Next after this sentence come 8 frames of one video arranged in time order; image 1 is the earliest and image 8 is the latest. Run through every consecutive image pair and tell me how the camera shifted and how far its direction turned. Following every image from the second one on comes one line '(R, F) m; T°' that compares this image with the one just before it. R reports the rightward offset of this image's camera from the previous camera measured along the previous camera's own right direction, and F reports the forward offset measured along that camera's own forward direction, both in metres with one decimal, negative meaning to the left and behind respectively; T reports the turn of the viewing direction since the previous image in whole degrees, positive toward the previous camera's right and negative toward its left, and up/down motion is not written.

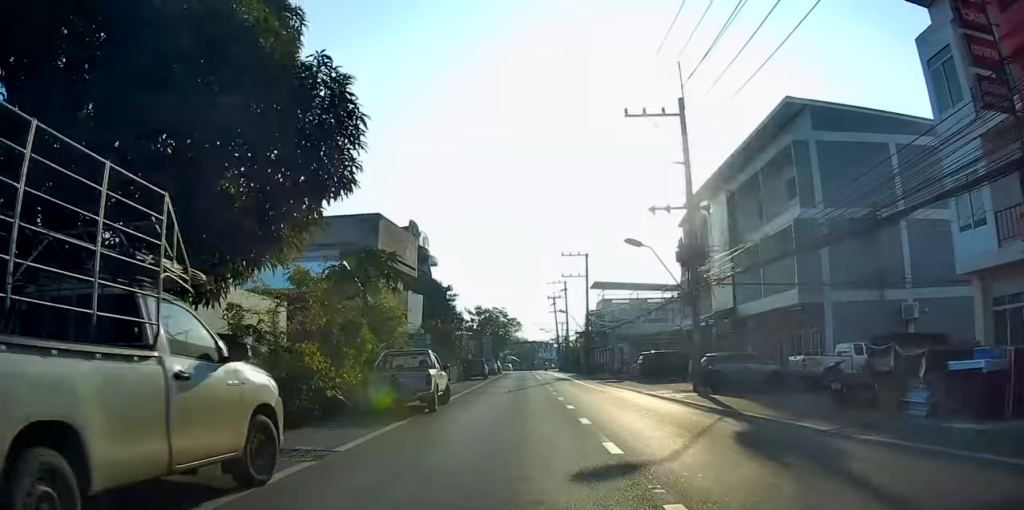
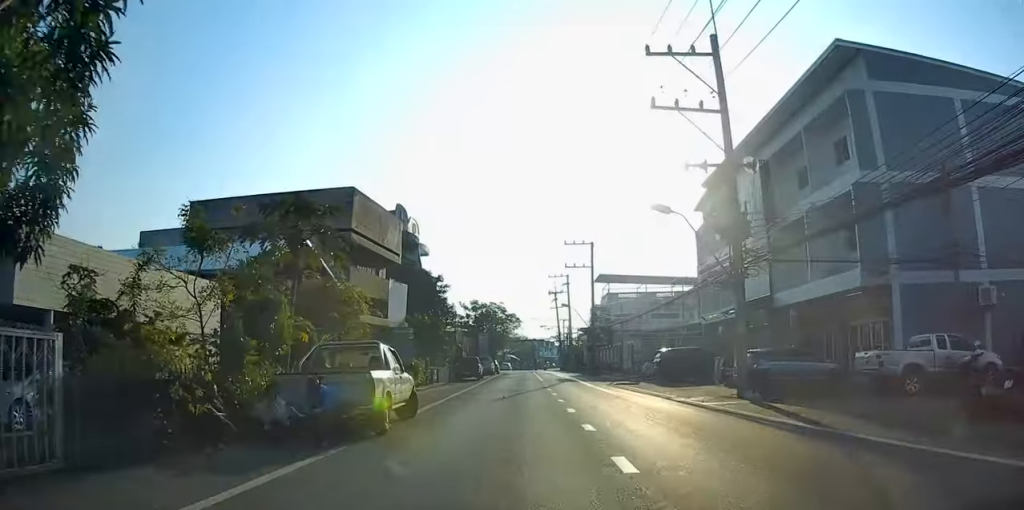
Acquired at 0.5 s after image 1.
(0.0, +5.3) m; -1°
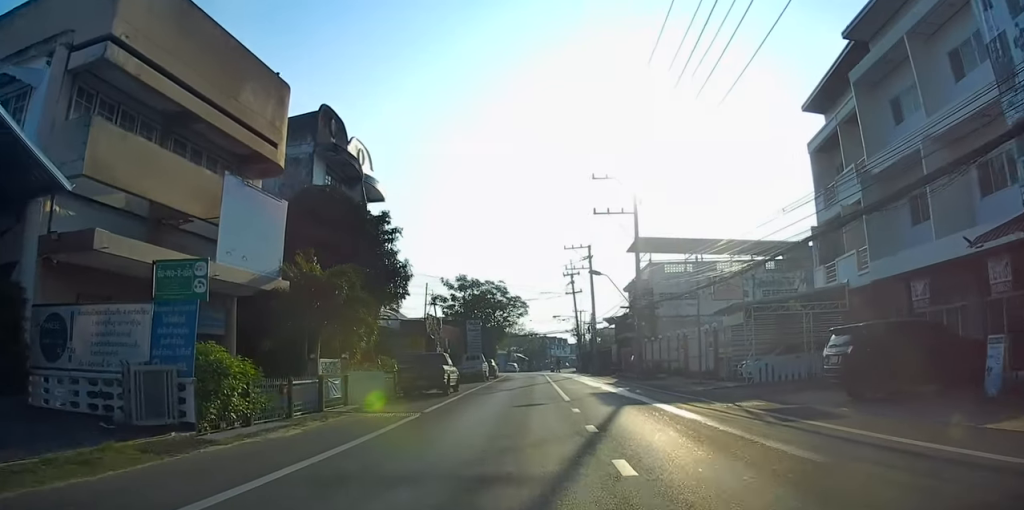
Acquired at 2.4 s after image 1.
(-0.1, +20.6) m; 0°
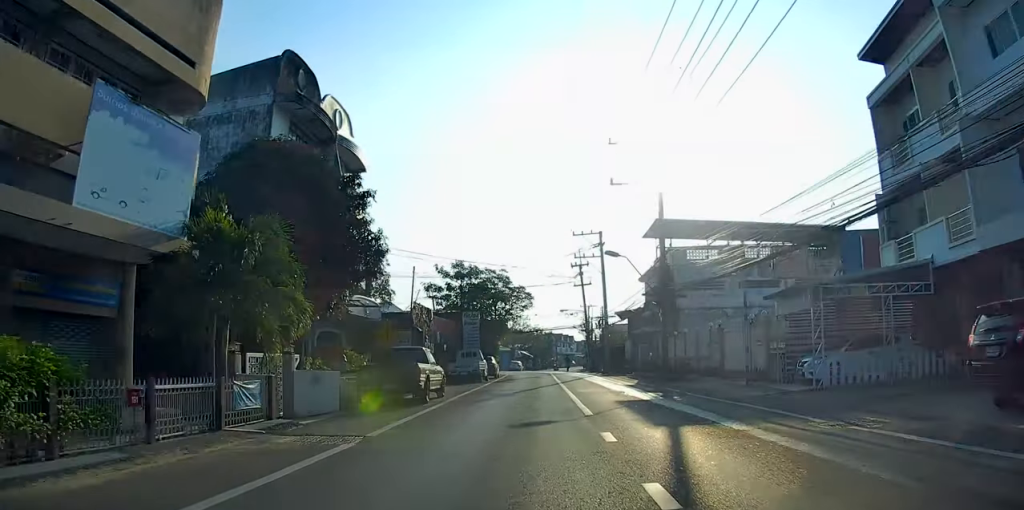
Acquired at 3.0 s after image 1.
(0.0, +5.9) m; 0°
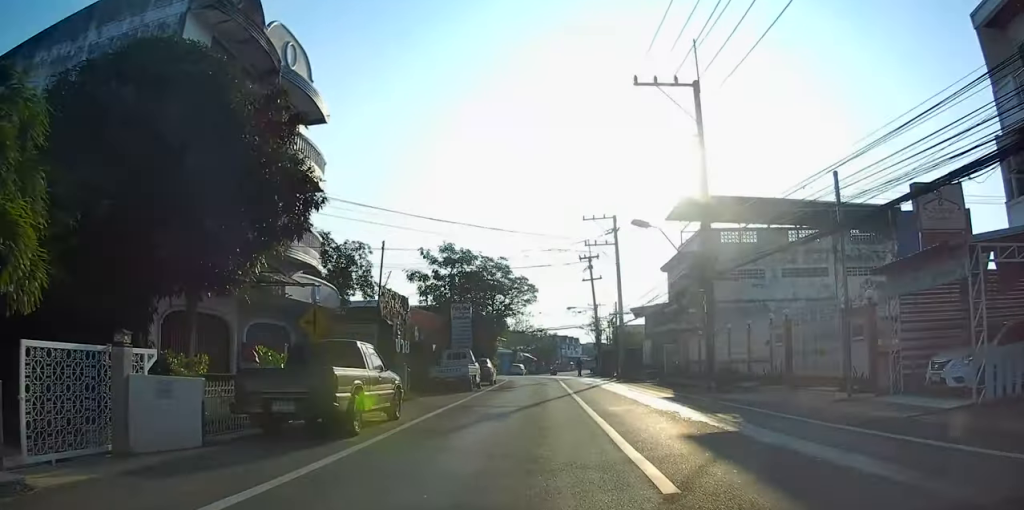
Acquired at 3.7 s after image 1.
(0.0, +7.6) m; +1°
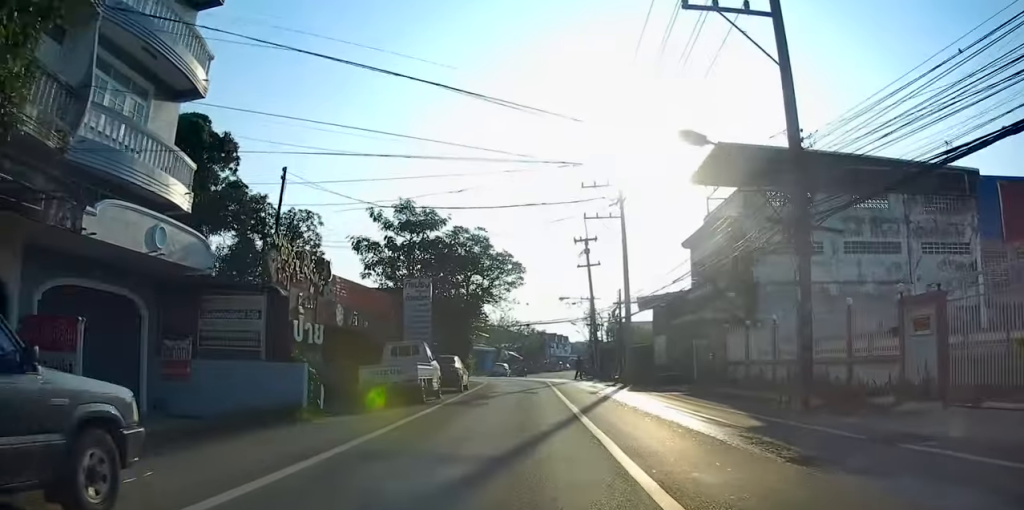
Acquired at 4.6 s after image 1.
(+0.1, +9.8) m; +1°
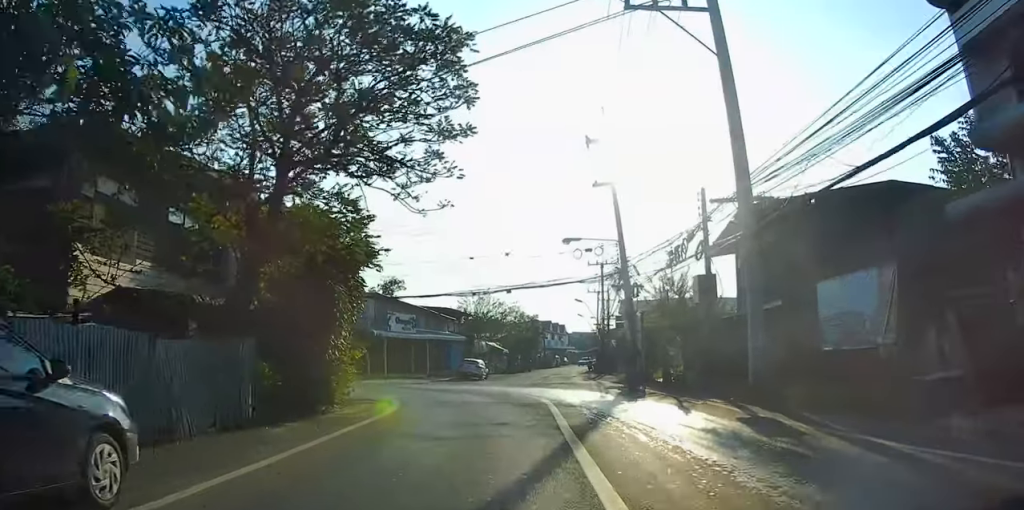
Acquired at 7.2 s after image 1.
(-0.4, +24.7) m; -2°
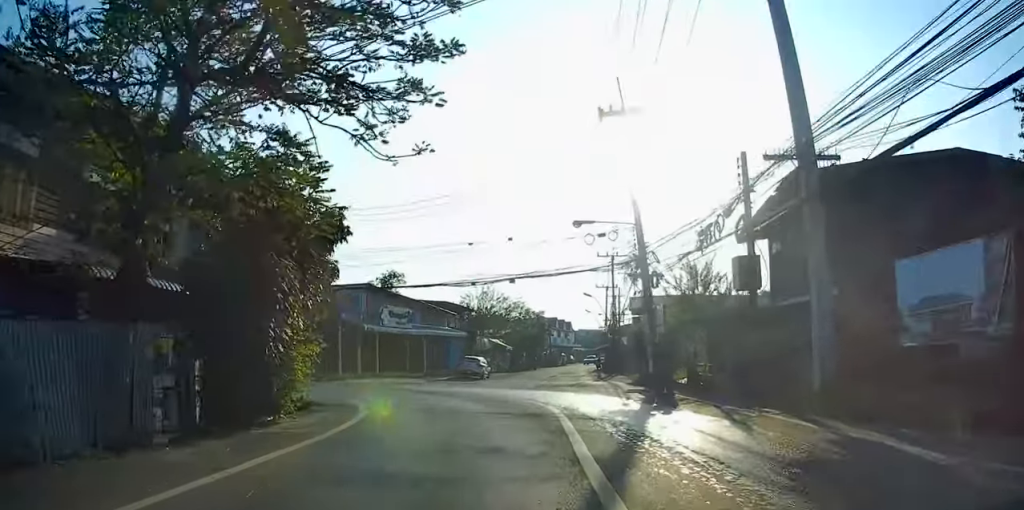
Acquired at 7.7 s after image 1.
(+0.1, +3.8) m; -4°
